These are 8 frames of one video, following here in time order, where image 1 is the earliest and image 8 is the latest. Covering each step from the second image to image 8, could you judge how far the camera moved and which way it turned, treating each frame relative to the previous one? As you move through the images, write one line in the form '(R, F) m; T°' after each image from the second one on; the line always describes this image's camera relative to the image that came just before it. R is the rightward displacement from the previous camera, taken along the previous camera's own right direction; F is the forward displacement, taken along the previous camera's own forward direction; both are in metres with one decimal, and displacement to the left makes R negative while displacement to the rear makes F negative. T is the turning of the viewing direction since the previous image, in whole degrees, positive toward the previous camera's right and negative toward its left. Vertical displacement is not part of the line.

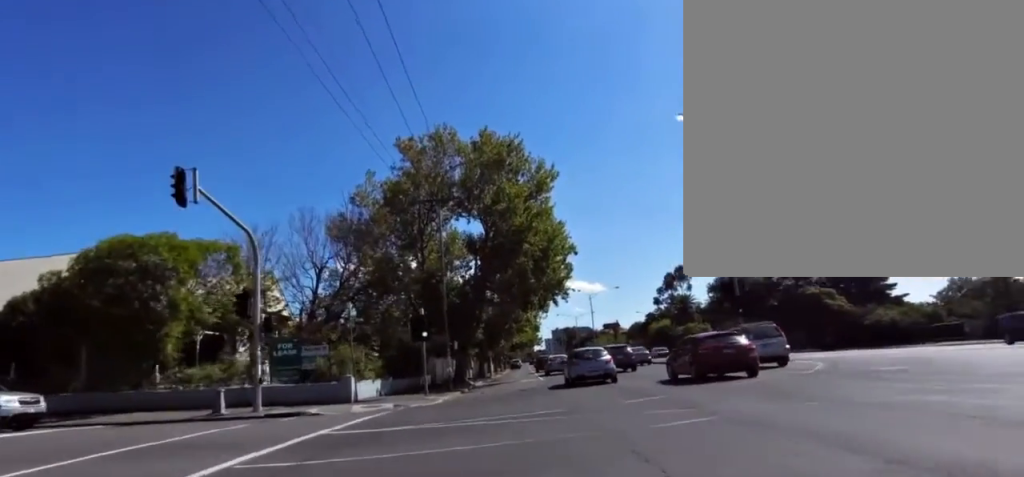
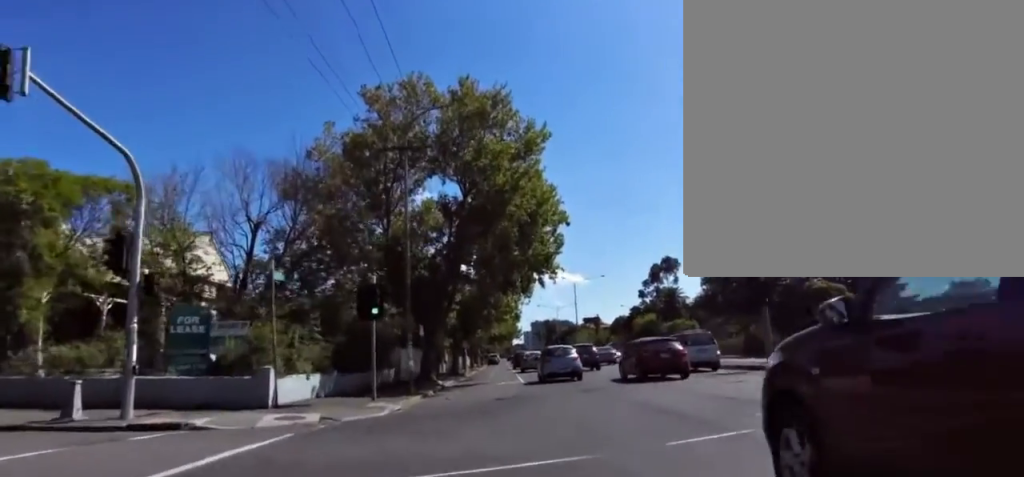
(-0.3, +5.3) m; +2°
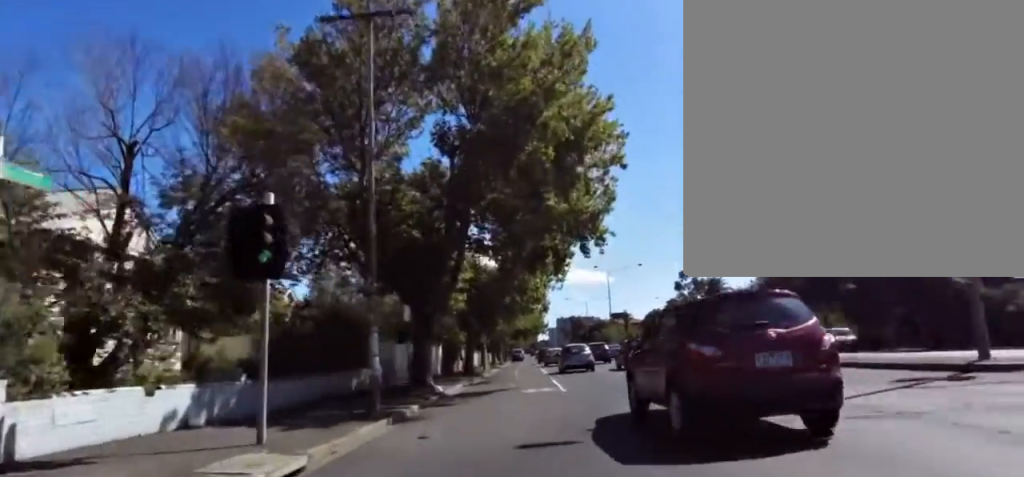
(+1.3, +9.5) m; +4°
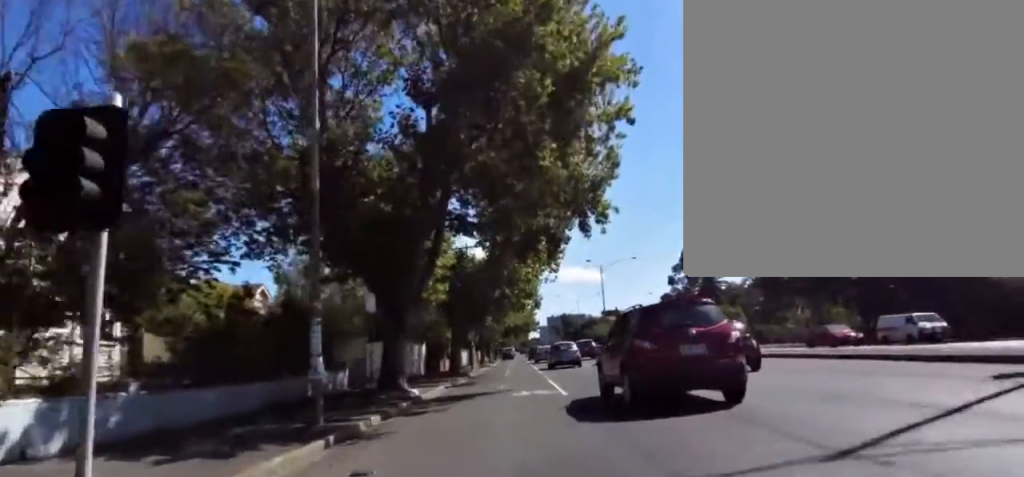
(-0.4, +3.2) m; -4°
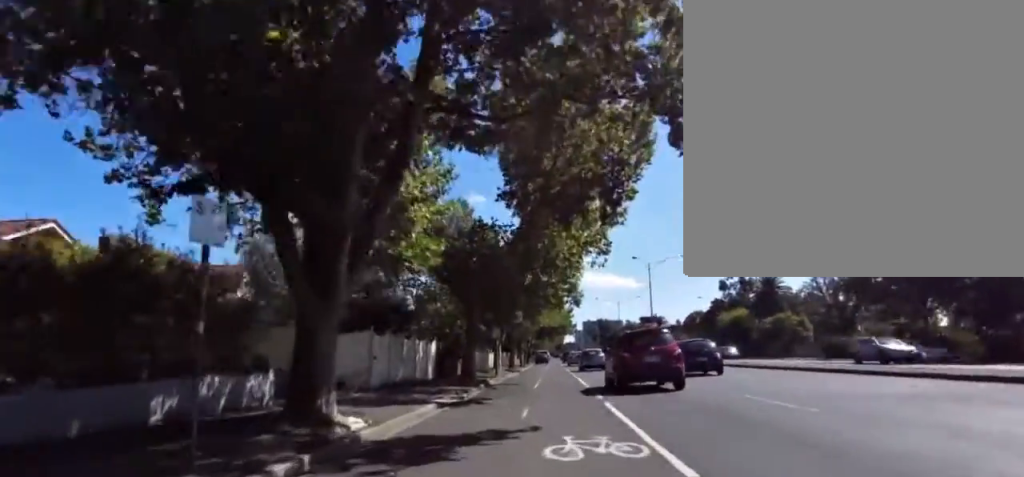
(-1.1, +8.5) m; -7°
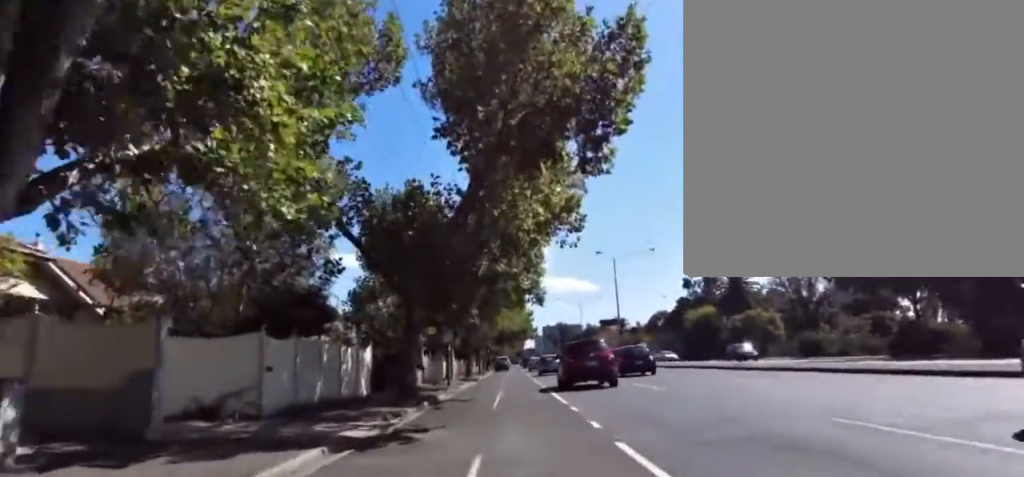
(0.0, +5.3) m; +5°
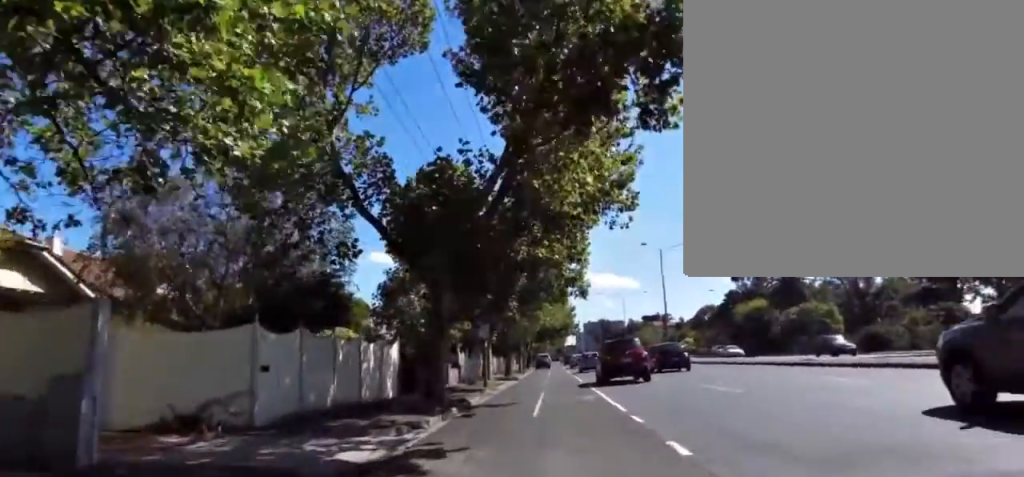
(-0.2, +2.7) m; +5°
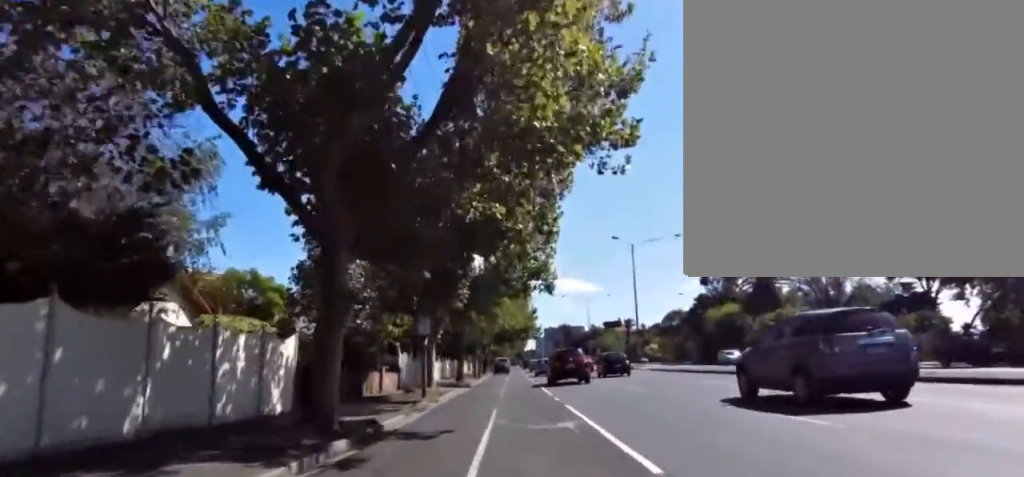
(+0.9, +6.0) m; +2°
